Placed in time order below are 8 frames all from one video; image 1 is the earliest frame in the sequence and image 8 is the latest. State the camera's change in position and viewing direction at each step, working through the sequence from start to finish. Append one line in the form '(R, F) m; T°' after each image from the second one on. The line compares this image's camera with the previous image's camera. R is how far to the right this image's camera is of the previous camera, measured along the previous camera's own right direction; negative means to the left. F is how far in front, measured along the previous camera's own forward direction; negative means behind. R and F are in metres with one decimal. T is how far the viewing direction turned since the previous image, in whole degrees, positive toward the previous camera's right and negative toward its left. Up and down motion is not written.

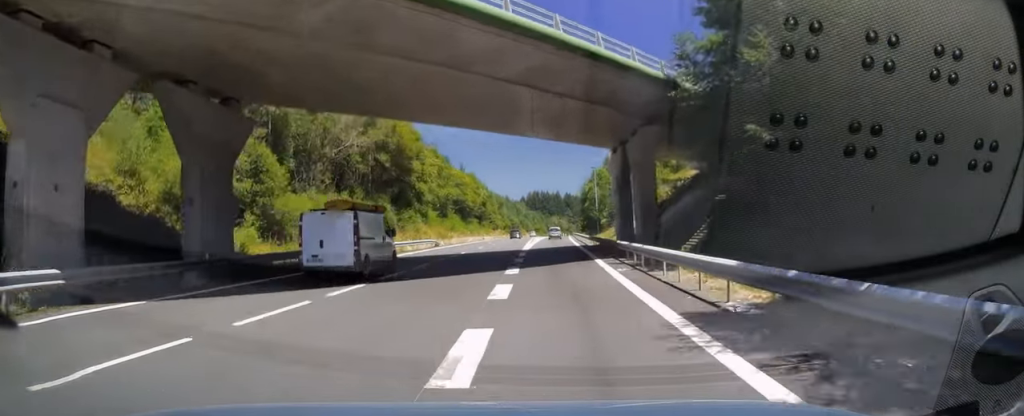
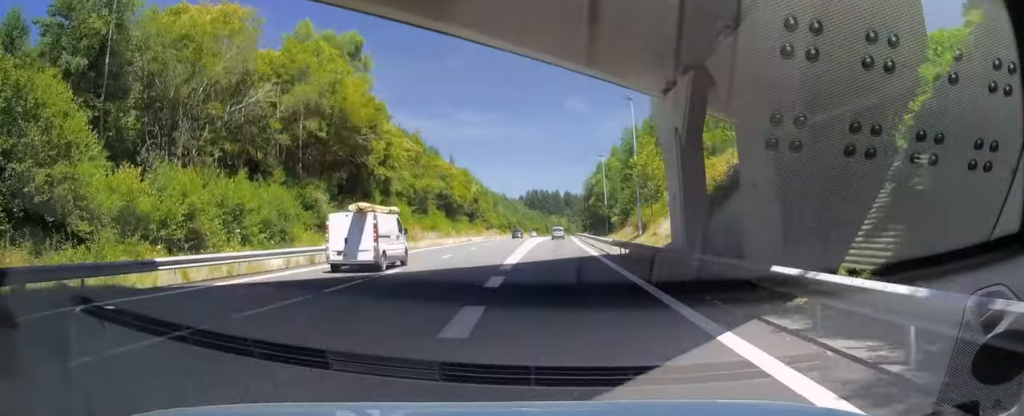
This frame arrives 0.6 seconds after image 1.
(0.0, +17.9) m; 0°
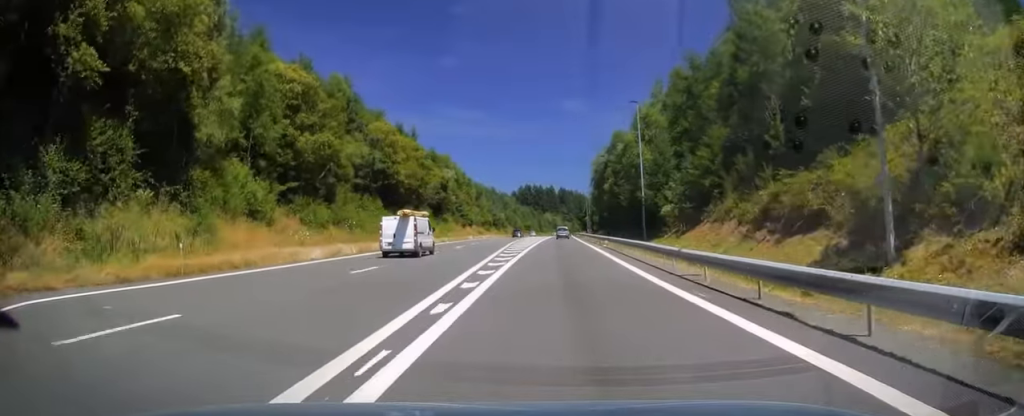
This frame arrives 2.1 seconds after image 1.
(0.0, +39.9) m; 0°
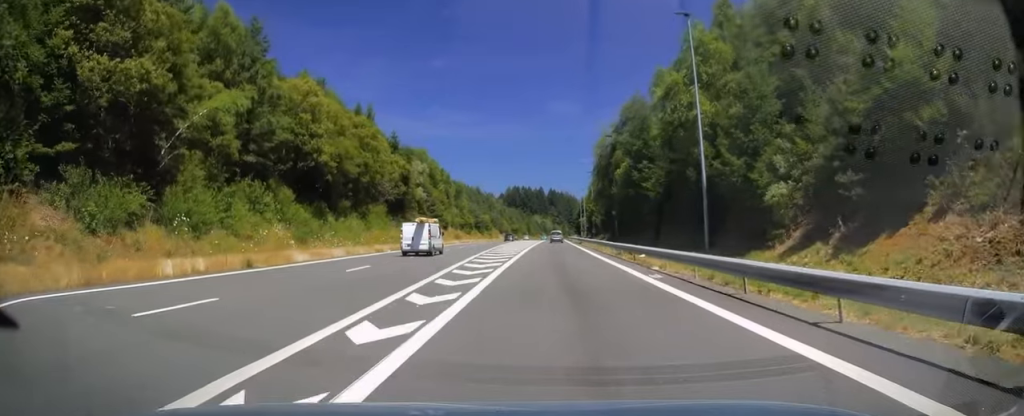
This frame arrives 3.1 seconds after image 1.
(+0.1, +23.9) m; 0°
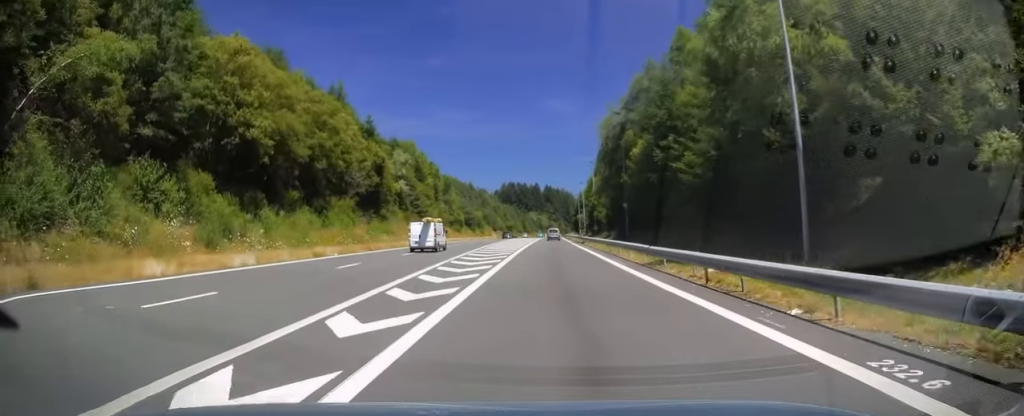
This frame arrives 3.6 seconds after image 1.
(0.0, +12.5) m; 0°
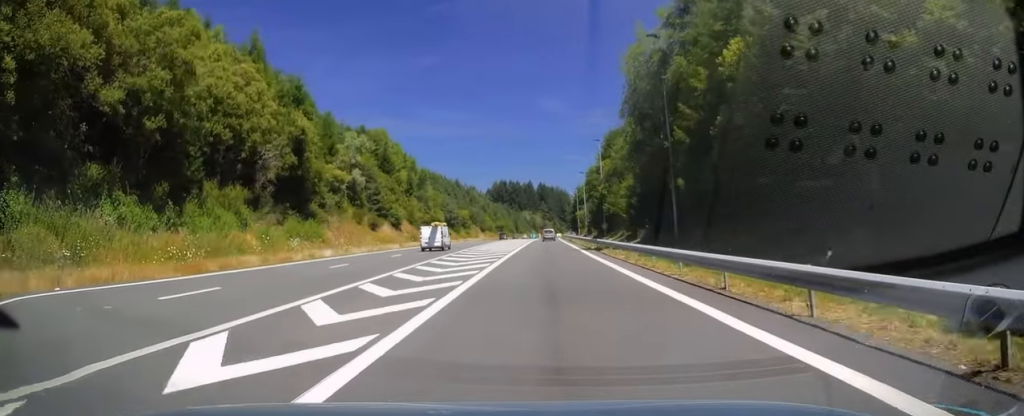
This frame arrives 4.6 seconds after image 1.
(+0.1, +24.1) m; +1°
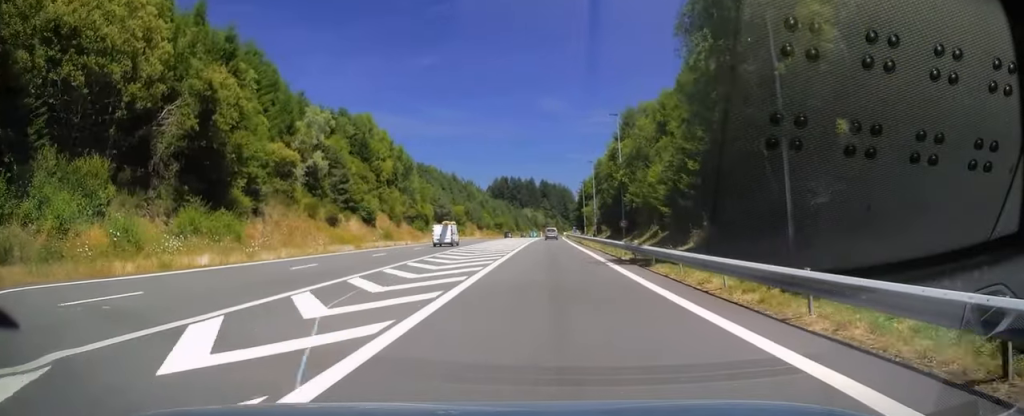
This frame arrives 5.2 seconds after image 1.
(+0.1, +16.3) m; +1°
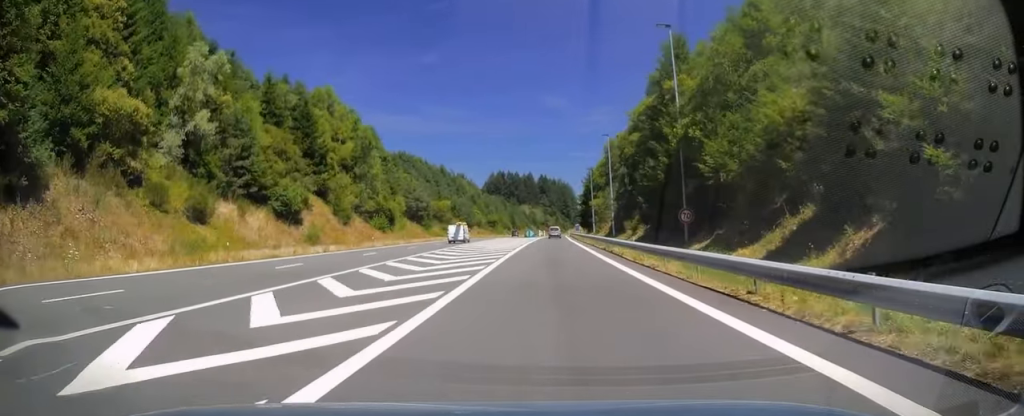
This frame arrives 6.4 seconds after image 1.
(+0.3, +26.4) m; 0°
